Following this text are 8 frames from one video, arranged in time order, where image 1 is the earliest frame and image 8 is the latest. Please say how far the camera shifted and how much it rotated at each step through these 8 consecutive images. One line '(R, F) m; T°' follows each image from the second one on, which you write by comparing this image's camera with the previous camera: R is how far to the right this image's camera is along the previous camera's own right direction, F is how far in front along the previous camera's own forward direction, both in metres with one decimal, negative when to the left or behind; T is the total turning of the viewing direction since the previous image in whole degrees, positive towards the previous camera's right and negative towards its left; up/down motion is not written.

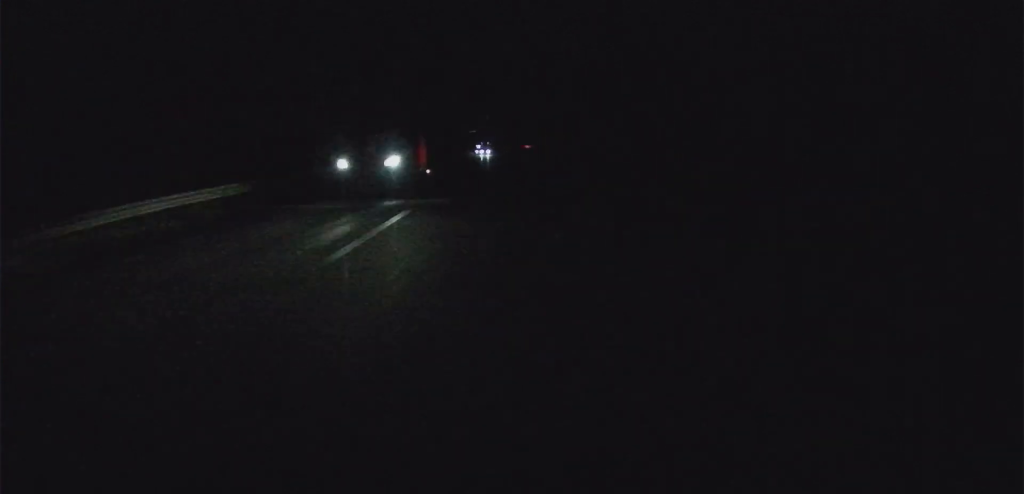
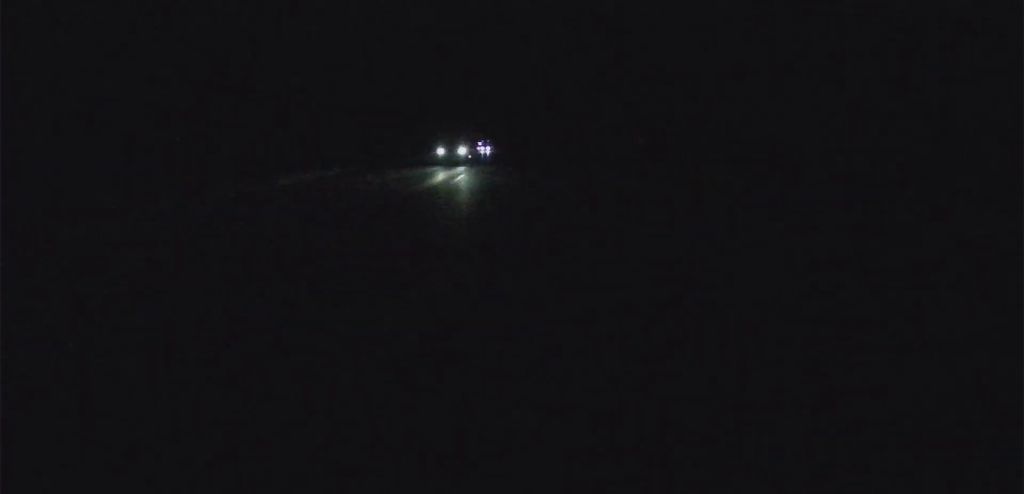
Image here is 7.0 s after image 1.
(+6.3, +192.4) m; +2°
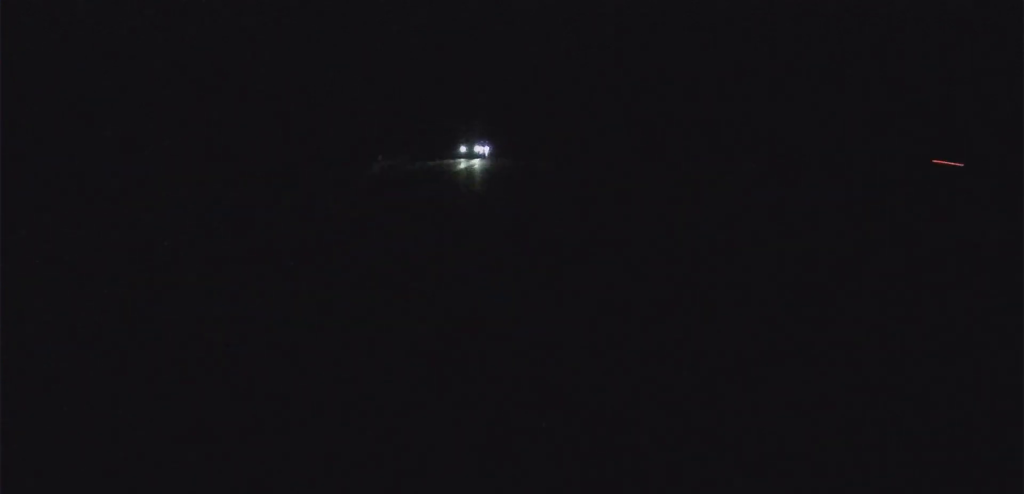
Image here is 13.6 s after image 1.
(+2.1, +182.4) m; +2°
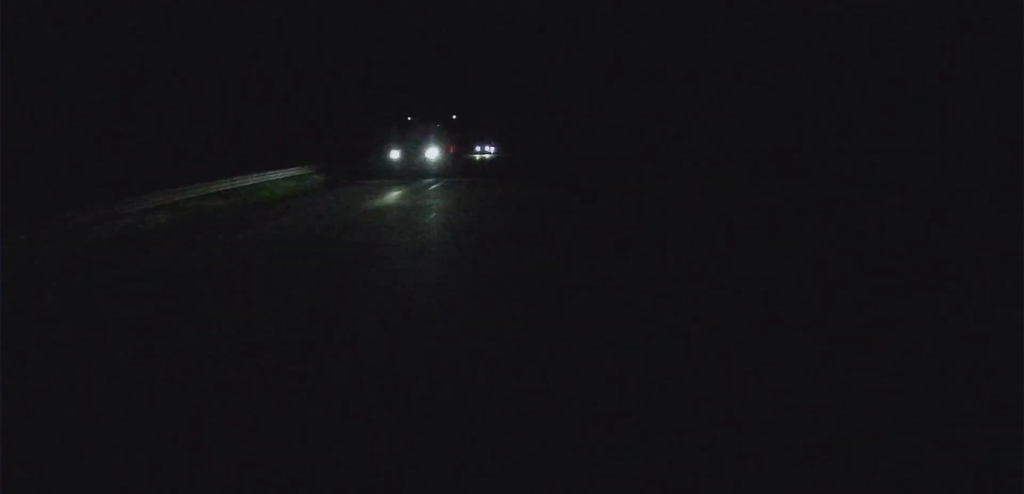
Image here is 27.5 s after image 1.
(+10.6, +389.1) m; +1°
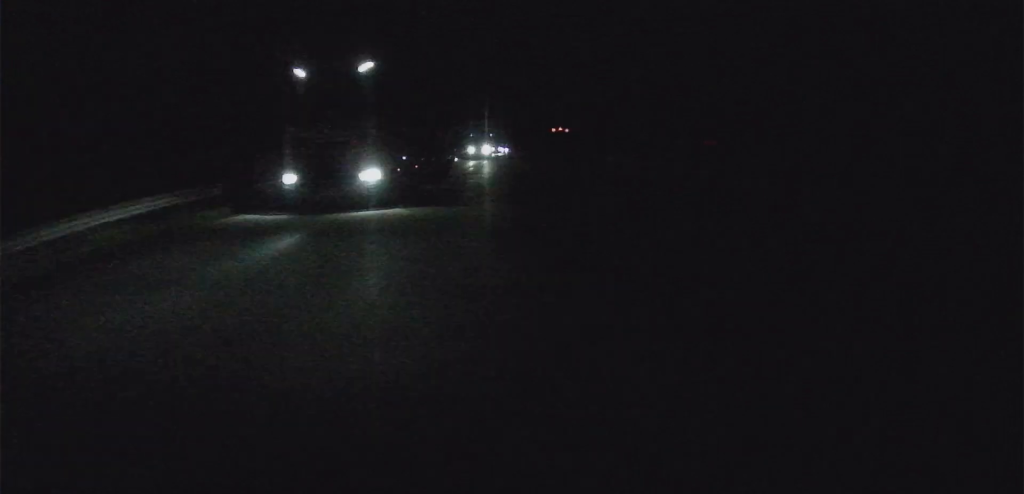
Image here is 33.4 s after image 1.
(+1.5, +164.6) m; -1°
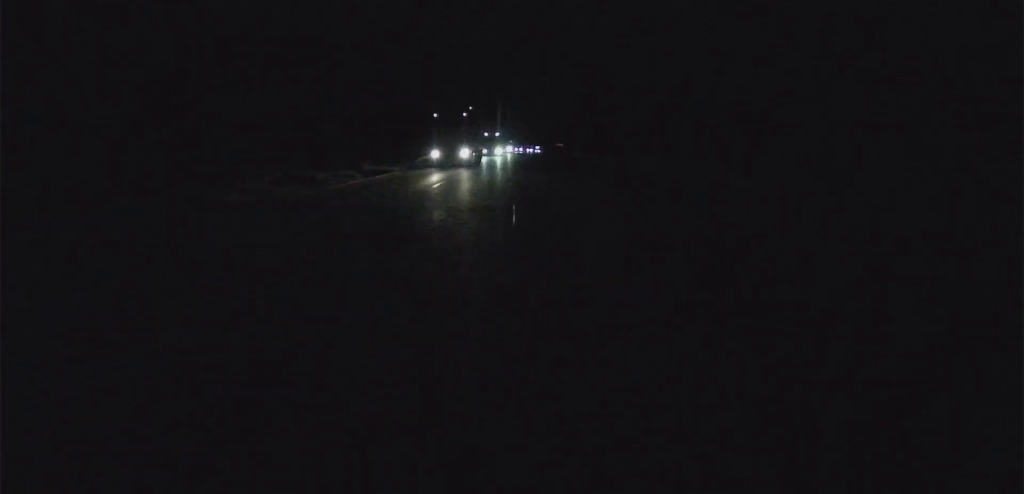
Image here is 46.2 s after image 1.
(-9.9, +360.4) m; -4°
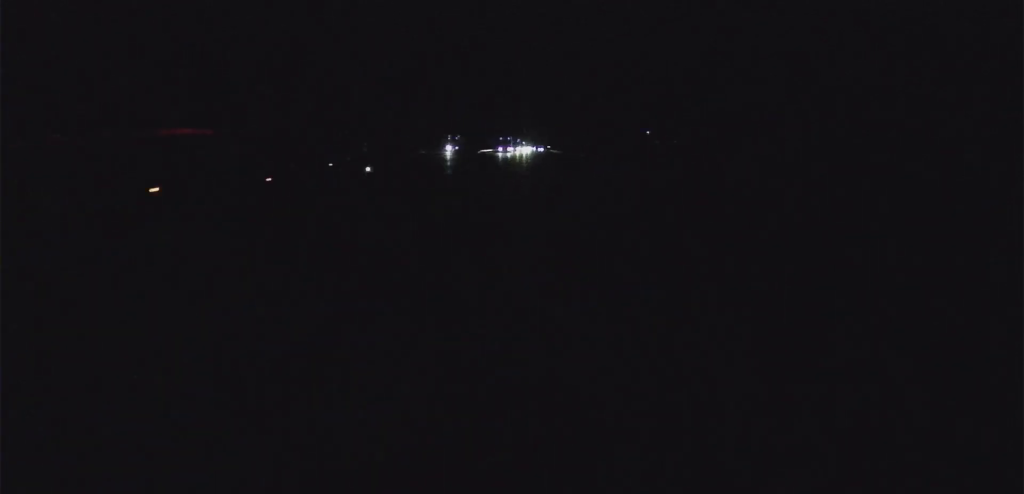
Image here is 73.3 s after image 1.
(-69.9, +754.7) m; -10°
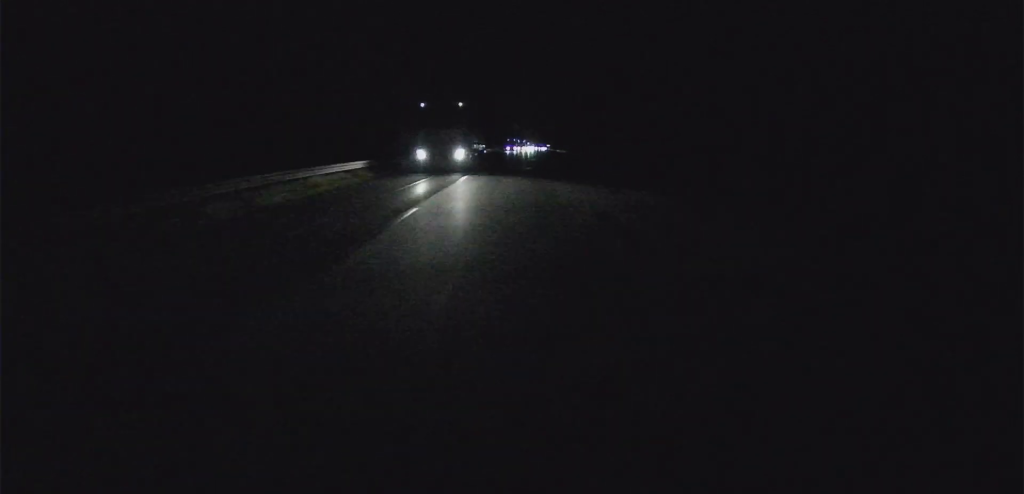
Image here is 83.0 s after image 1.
(-6.9, +264.4) m; -2°
